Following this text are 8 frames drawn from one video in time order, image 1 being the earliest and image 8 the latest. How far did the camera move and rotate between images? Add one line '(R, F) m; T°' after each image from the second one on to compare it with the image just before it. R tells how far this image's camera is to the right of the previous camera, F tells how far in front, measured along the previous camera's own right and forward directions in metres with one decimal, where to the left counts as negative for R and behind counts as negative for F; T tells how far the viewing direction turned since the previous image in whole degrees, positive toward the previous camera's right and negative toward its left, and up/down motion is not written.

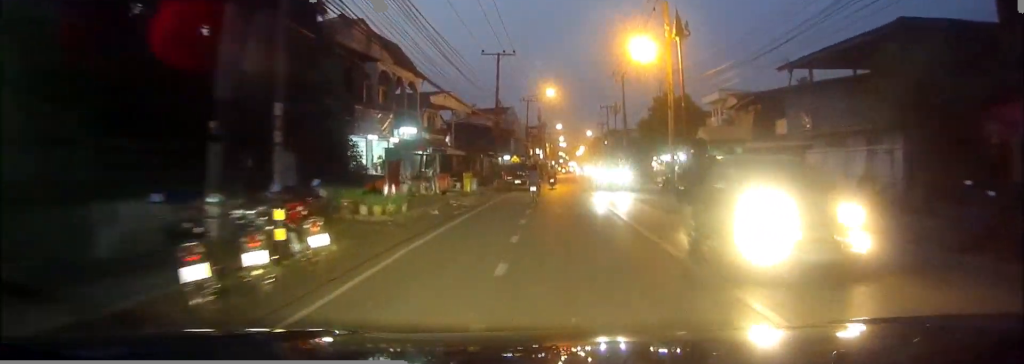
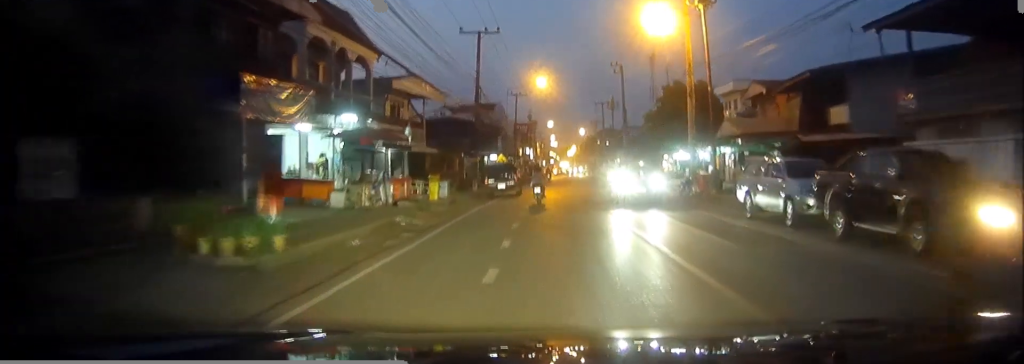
(+0.1, +8.4) m; +1°
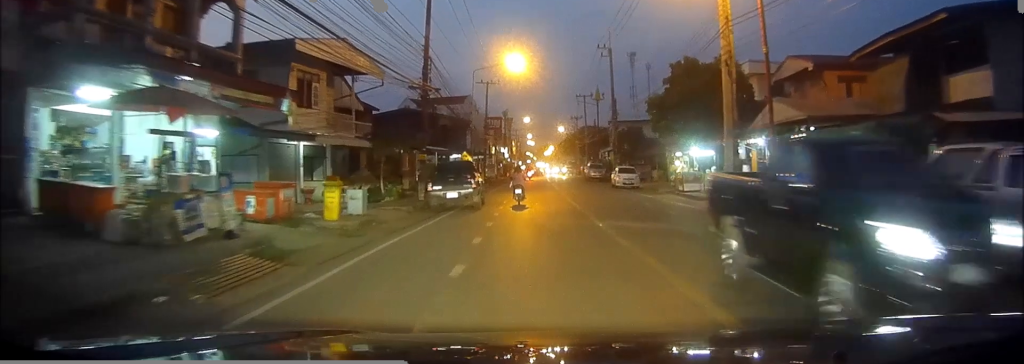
(0.0, +11.4) m; 0°
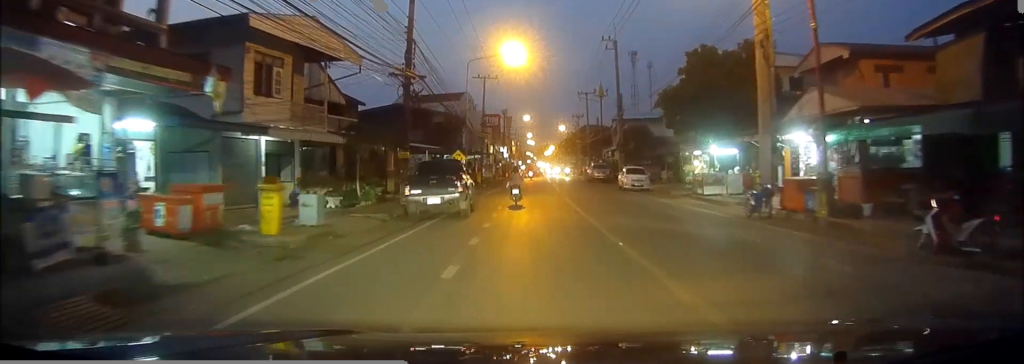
(0.0, +4.3) m; 0°
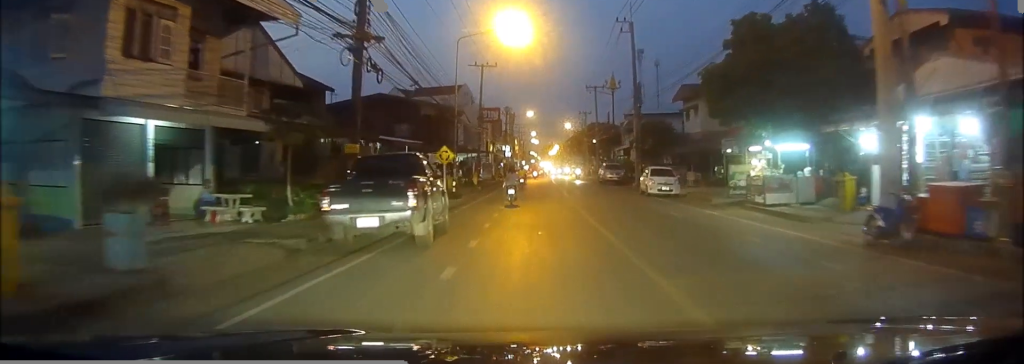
(0.0, +7.7) m; 0°
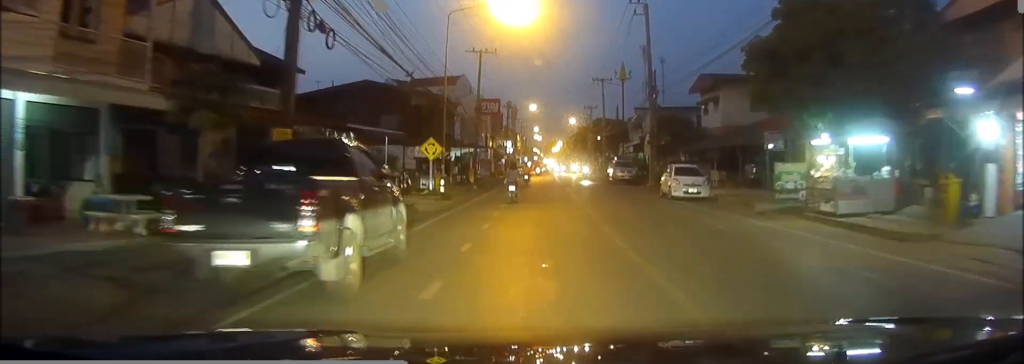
(0.0, +5.4) m; 0°
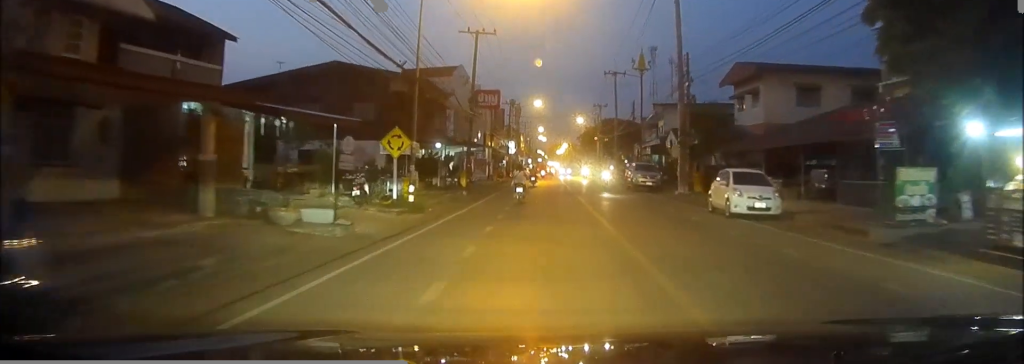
(0.0, +8.4) m; 0°
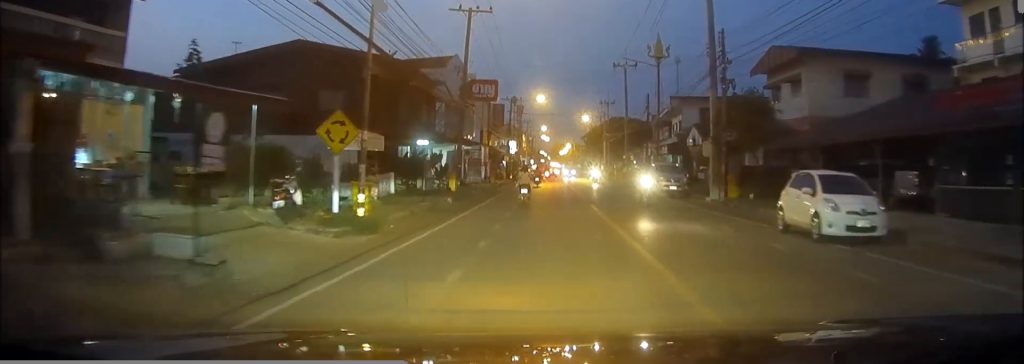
(0.0, +6.7) m; +1°
